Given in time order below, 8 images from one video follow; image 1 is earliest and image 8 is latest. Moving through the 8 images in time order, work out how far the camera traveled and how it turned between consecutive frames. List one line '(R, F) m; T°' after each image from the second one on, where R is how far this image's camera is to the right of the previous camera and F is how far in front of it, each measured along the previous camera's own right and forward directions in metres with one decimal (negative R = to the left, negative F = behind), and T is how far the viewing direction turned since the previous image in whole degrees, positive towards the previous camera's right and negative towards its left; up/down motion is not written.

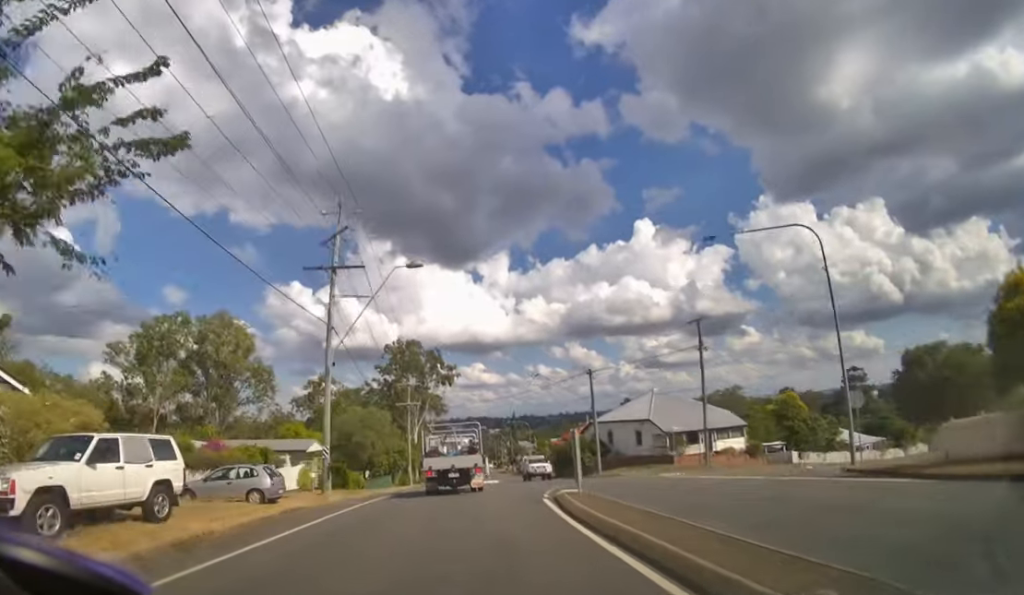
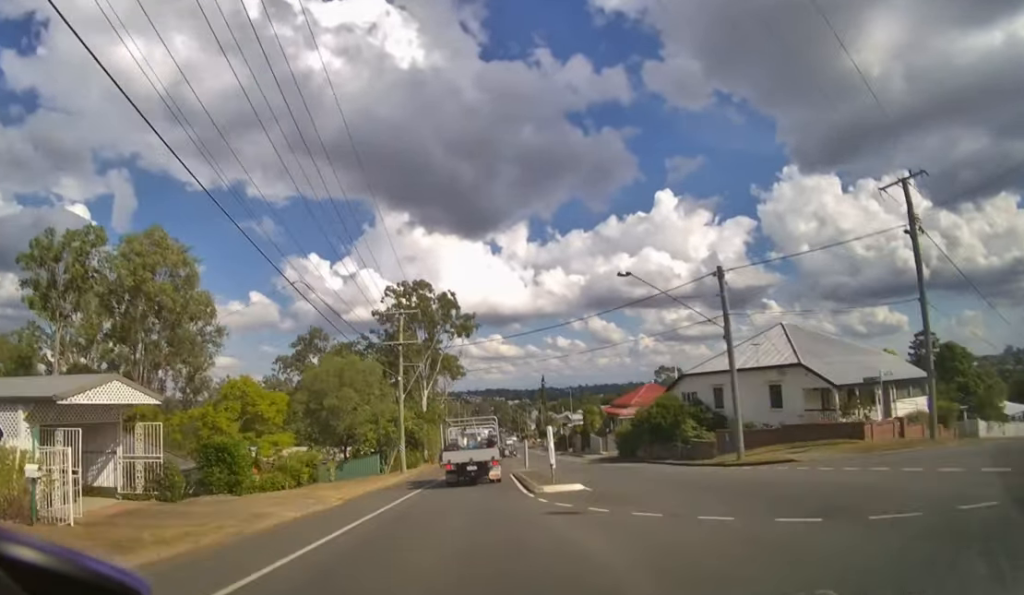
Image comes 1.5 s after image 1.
(-0.4, +22.6) m; -1°
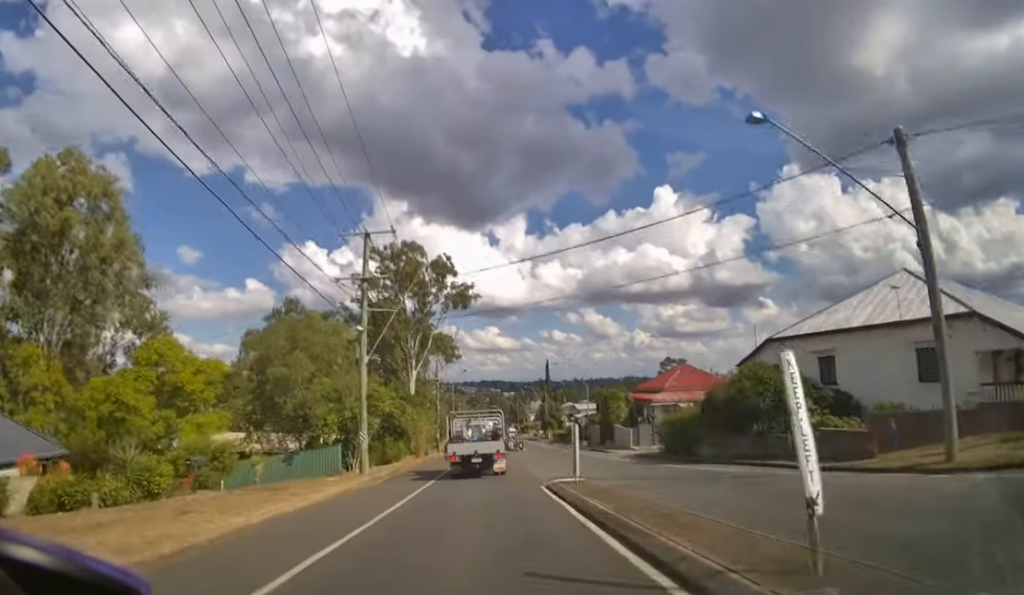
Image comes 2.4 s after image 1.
(0.0, +12.1) m; +1°
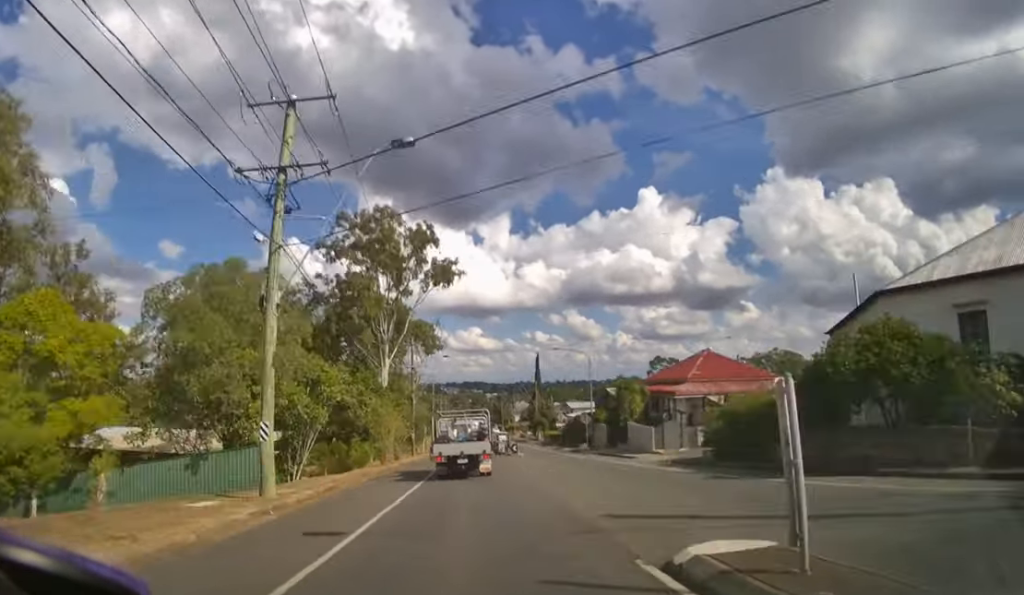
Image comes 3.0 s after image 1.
(0.0, +9.2) m; +1°
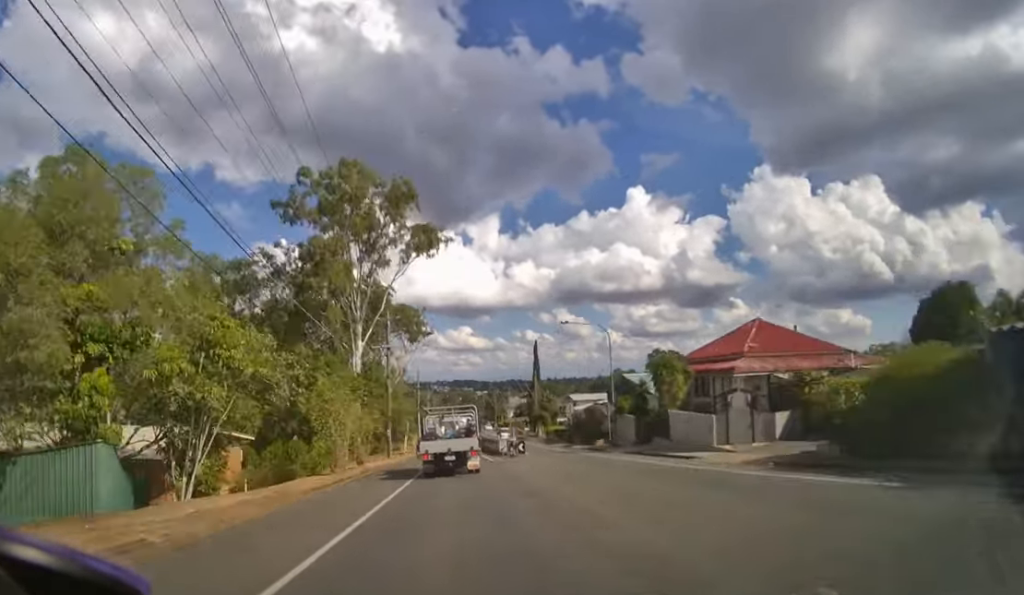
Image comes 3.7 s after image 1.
(+0.1, +10.2) m; +1°
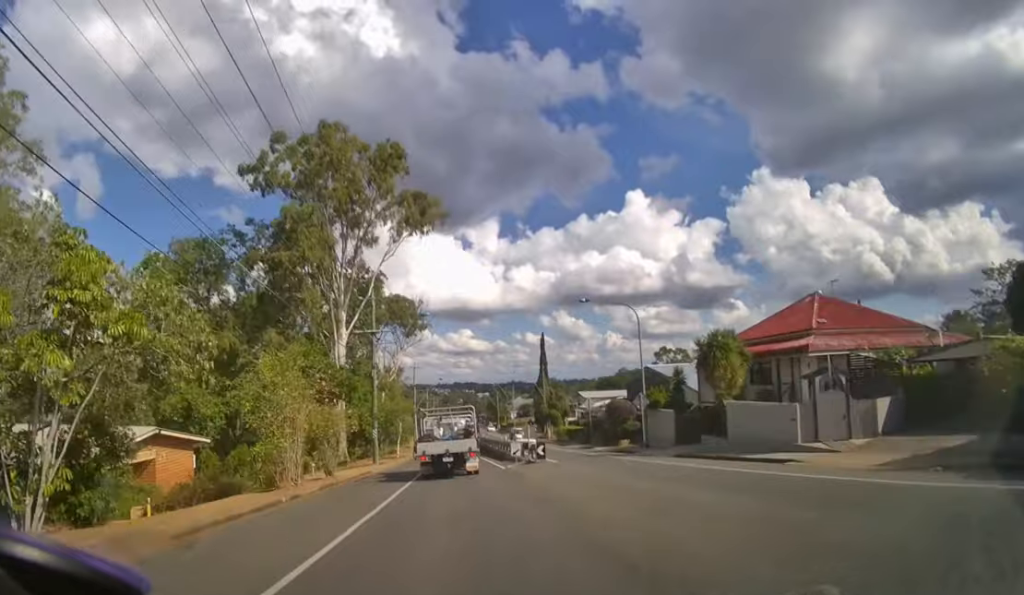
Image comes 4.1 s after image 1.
(0.0, +6.4) m; 0°
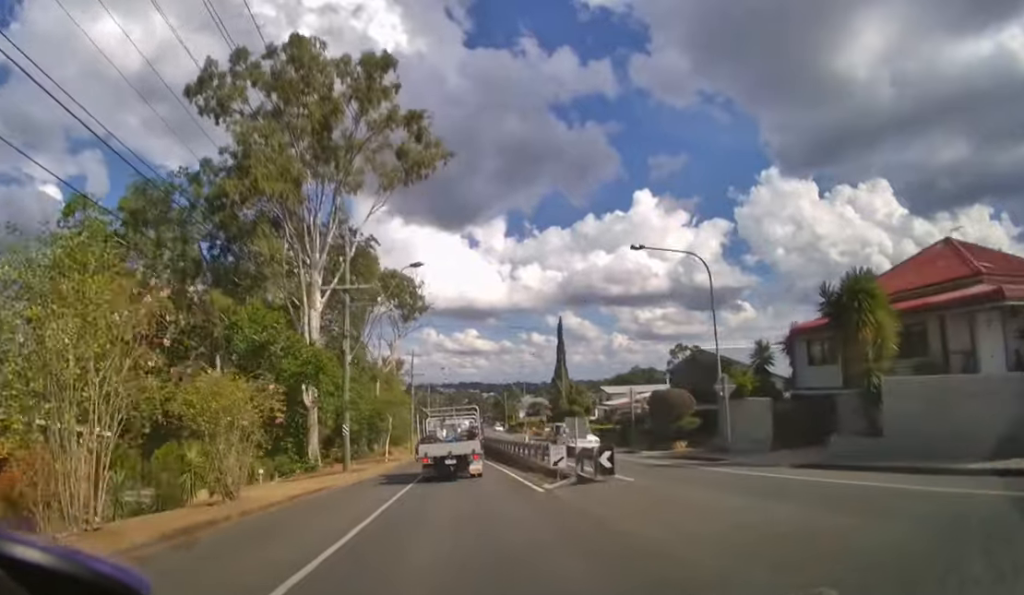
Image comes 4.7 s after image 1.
(0.0, +8.9) m; 0°
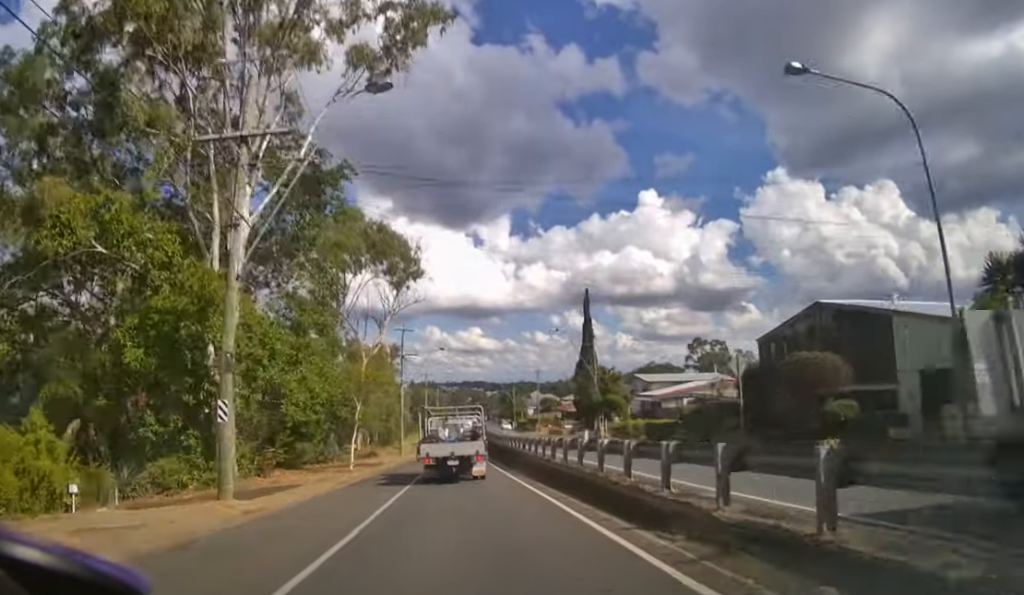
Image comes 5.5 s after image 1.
(0.0, +11.7) m; 0°
